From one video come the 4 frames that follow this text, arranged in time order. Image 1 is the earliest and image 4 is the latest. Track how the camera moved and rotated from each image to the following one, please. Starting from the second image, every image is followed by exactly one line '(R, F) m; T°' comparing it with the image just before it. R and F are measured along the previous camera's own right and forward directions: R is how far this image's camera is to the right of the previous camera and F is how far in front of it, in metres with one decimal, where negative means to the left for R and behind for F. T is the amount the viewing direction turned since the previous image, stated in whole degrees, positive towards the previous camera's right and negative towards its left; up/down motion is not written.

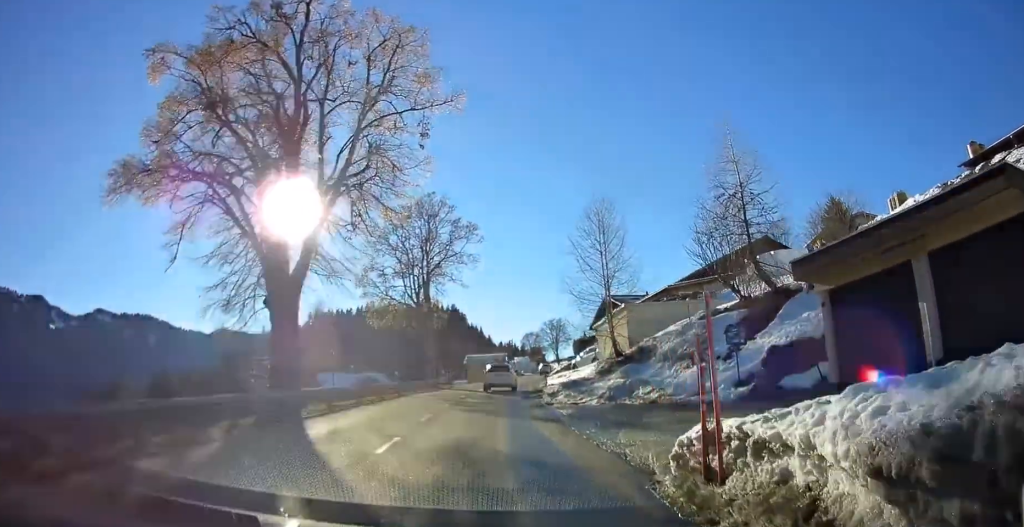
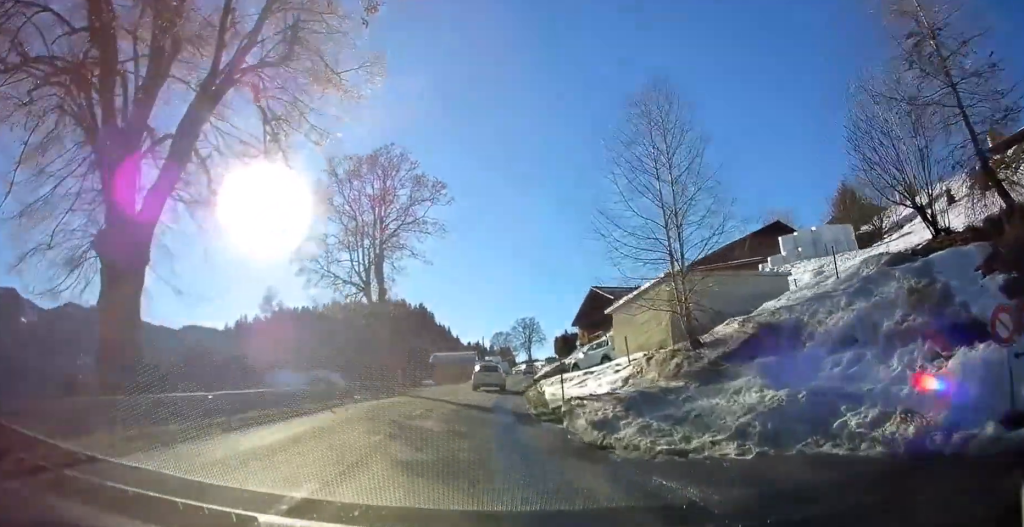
(+0.2, +10.8) m; +2°
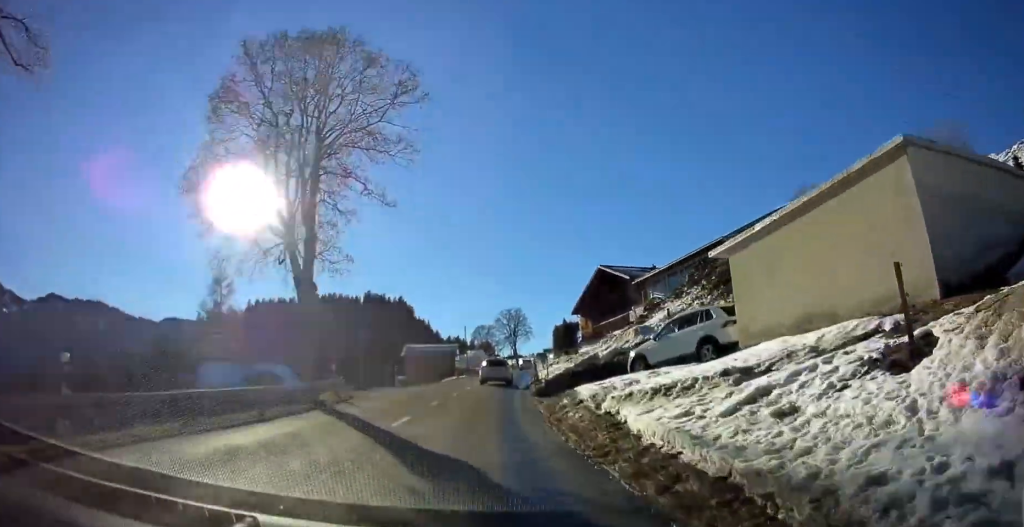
(+0.3, +13.4) m; +3°
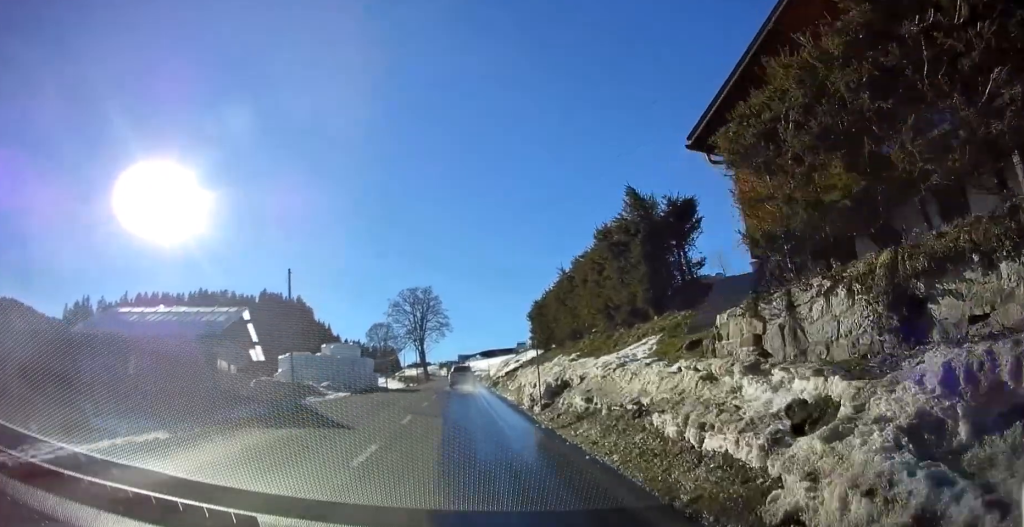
(+3.1, +55.2) m; +8°
